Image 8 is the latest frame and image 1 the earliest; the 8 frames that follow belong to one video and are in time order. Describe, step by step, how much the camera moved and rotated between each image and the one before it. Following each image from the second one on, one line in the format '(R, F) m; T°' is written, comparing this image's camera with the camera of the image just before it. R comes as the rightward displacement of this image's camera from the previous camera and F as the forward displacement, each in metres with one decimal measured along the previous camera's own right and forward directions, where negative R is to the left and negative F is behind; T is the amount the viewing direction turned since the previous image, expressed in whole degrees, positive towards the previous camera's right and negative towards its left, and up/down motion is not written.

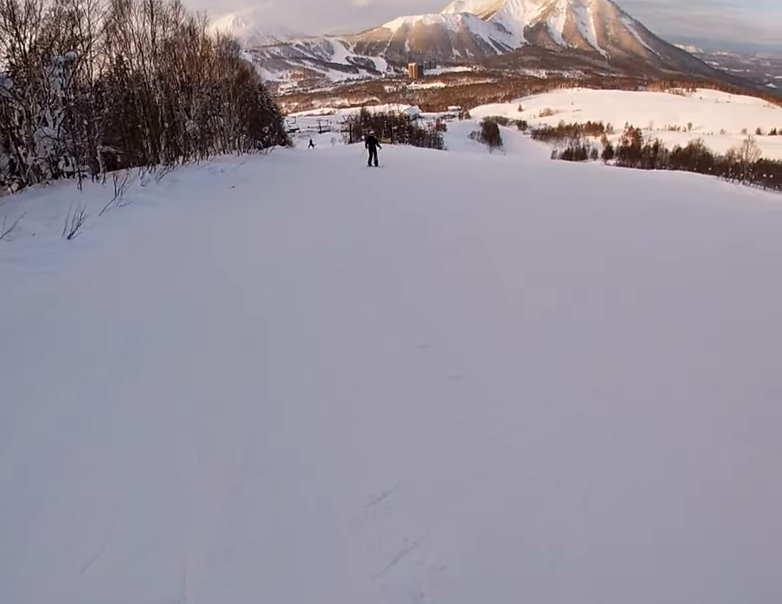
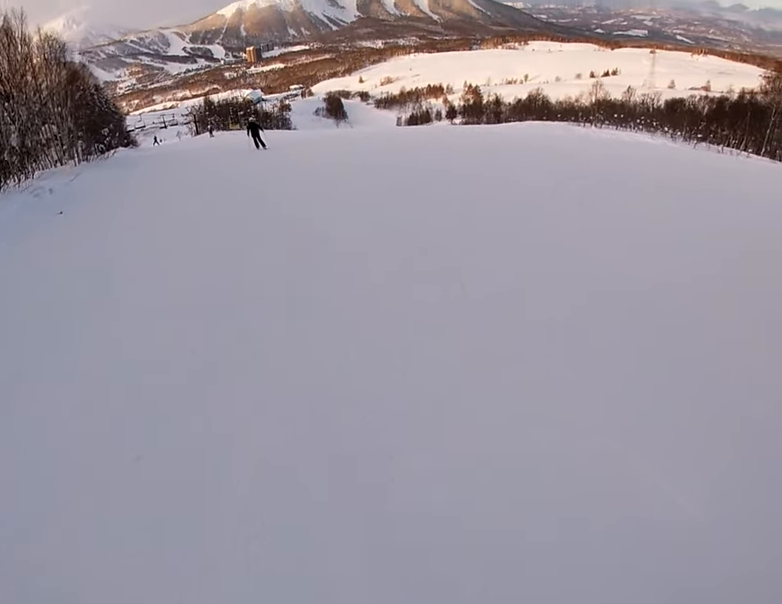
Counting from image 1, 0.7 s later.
(+1.6, +3.3) m; +20°
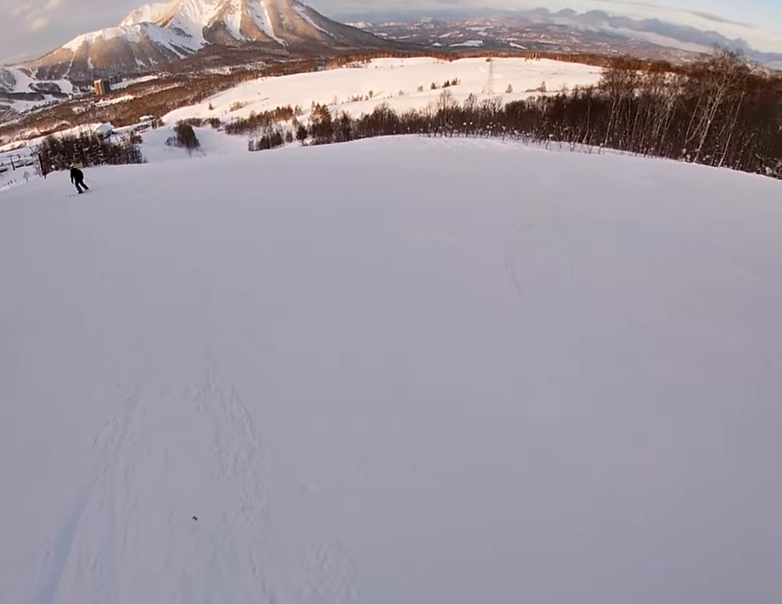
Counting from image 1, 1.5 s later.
(+0.6, +4.0) m; +8°
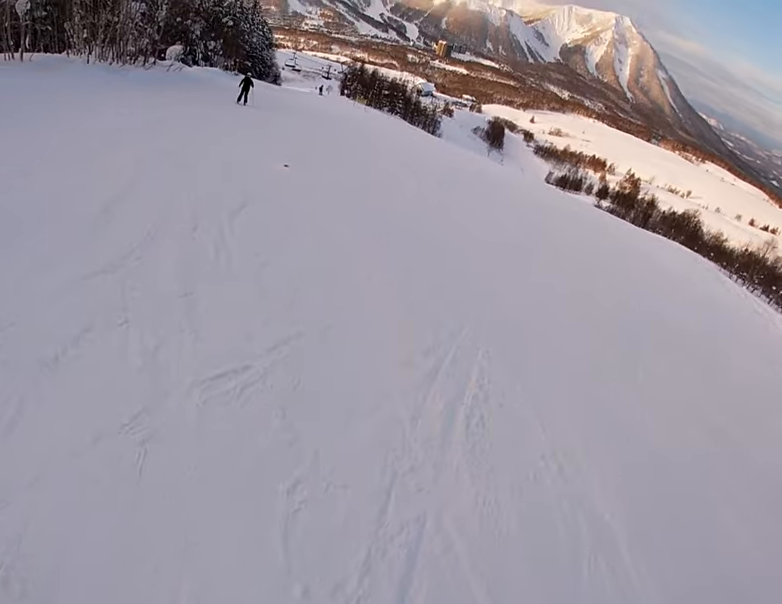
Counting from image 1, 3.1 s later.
(-0.4, +8.0) m; -30°
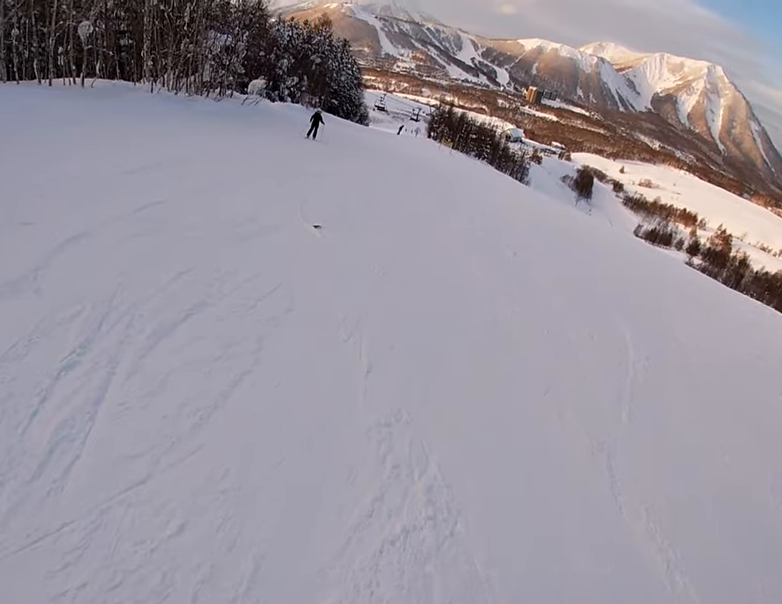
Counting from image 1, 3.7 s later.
(-1.2, +2.6) m; -12°
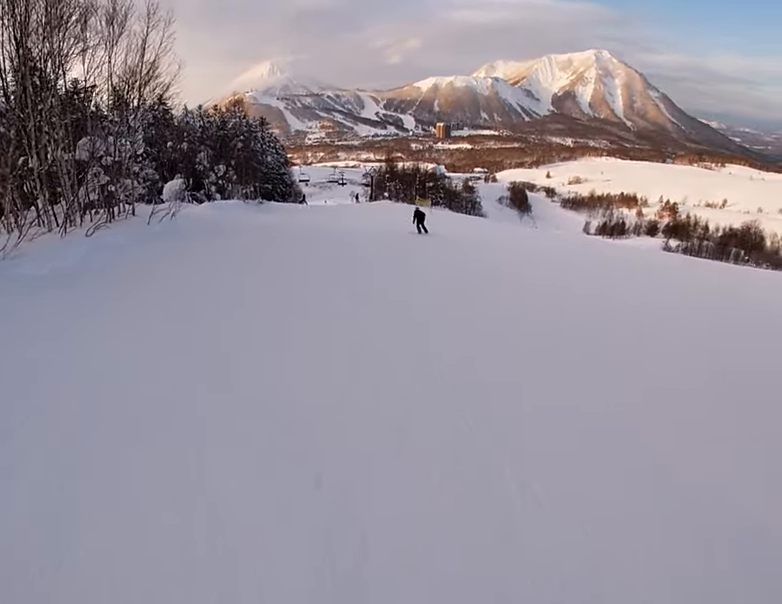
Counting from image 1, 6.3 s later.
(-2.4, +14.6) m; +6°
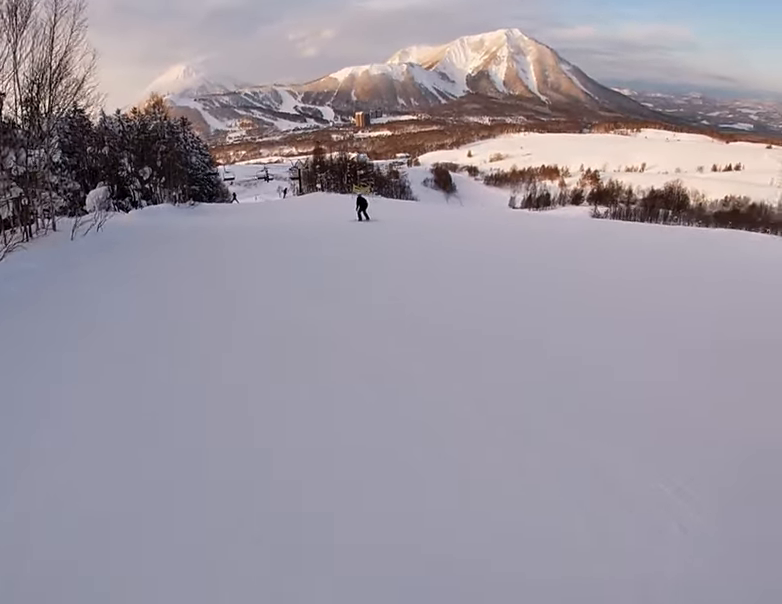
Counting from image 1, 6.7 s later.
(+0.7, +2.5) m; +9°
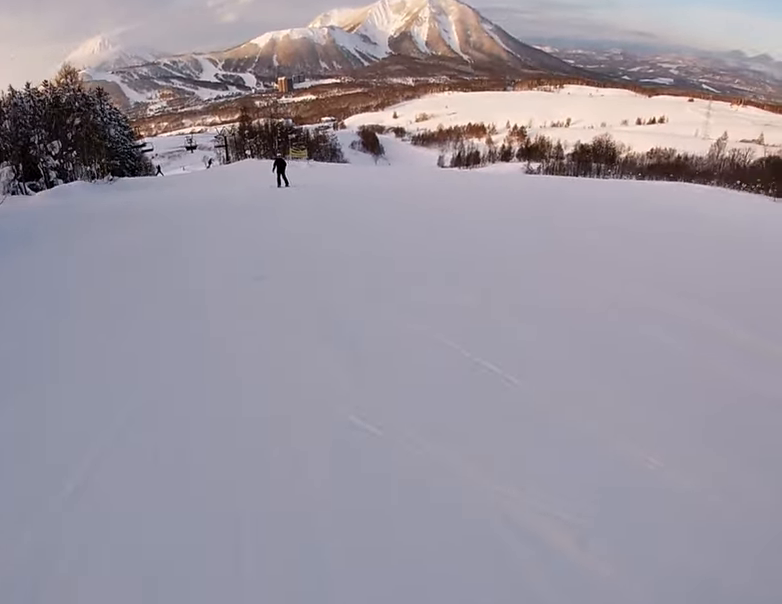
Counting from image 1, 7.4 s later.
(+0.5, +4.1) m; +10°
